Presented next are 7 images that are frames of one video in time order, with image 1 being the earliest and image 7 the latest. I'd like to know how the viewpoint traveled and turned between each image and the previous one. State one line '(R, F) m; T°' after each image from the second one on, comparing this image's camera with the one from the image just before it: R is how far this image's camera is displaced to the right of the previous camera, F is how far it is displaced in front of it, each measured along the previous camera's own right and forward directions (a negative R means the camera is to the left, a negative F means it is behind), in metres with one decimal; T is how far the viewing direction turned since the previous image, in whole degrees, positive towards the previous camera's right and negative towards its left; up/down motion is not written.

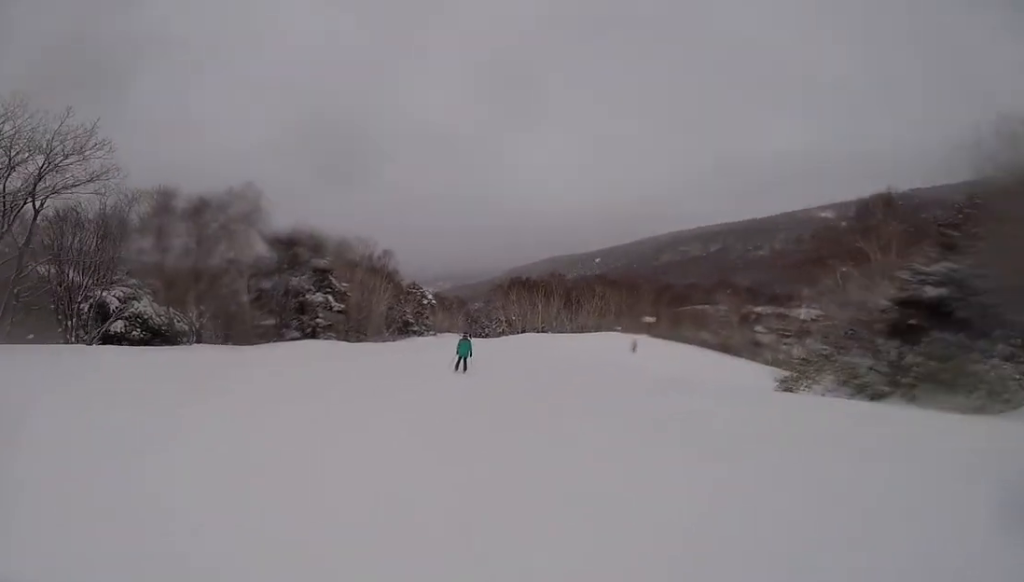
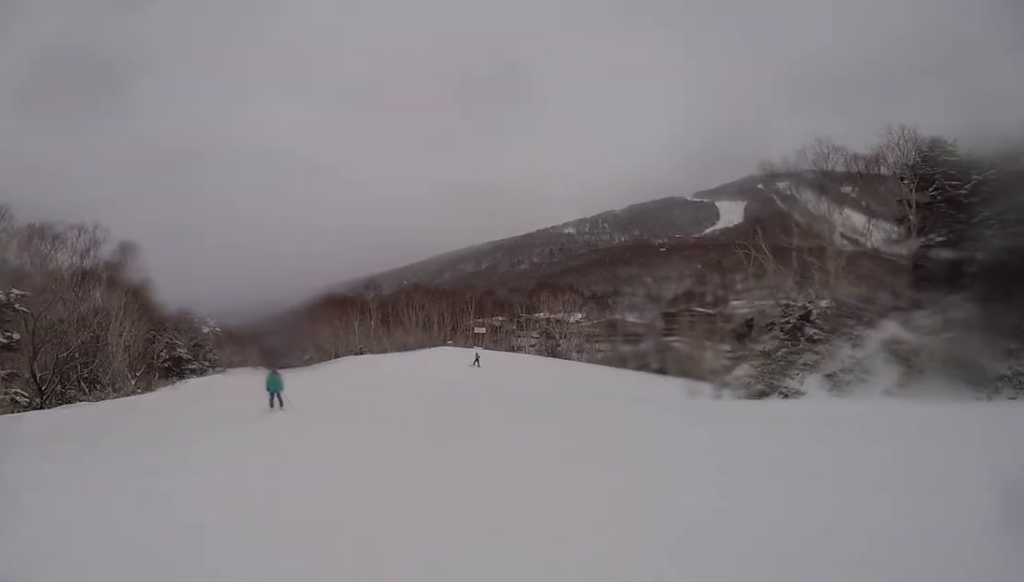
(-0.7, +15.2) m; +5°
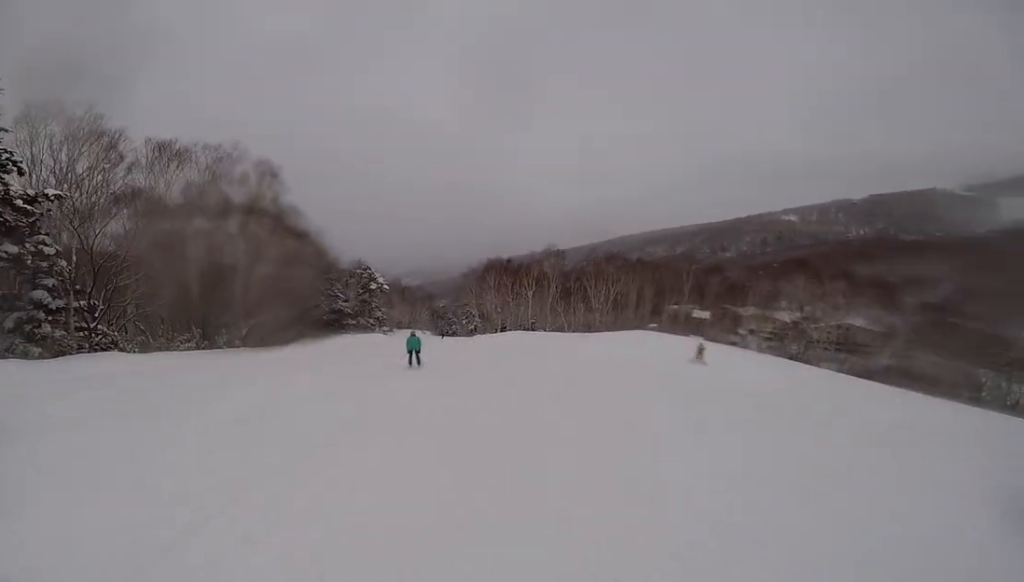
(+1.5, +9.3) m; +2°
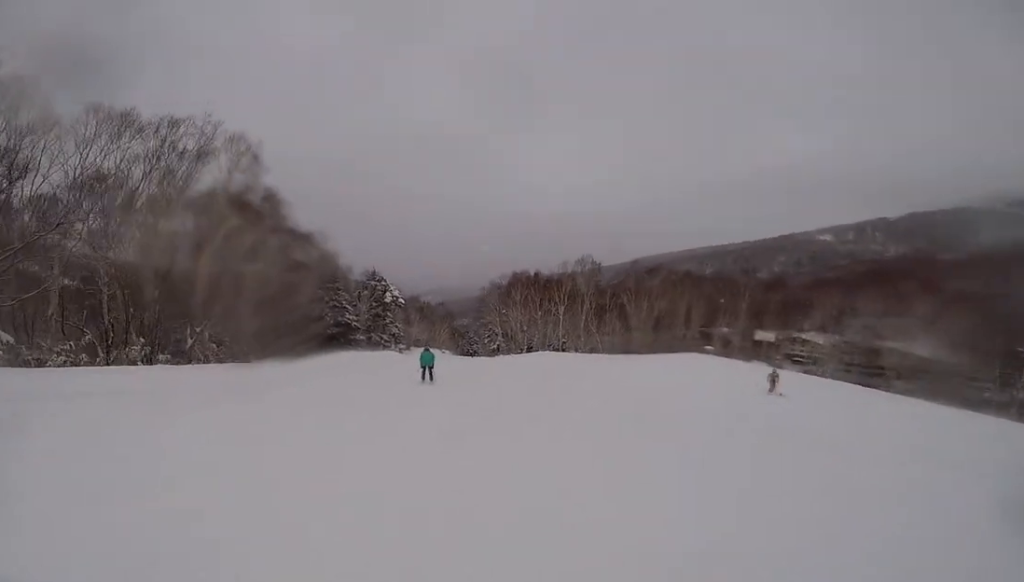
(-1.0, +5.6) m; -7°
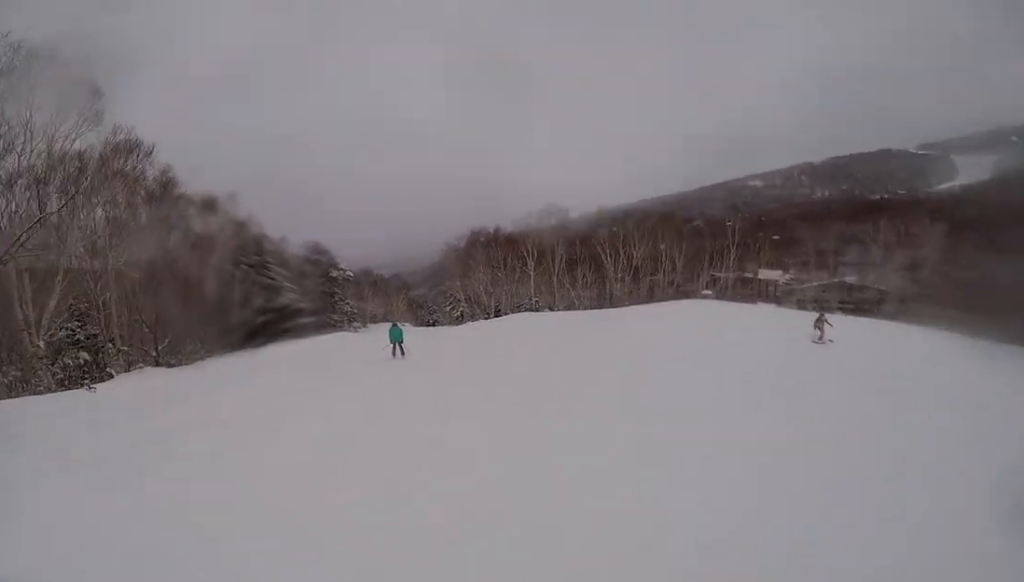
(-0.4, +7.0) m; -3°
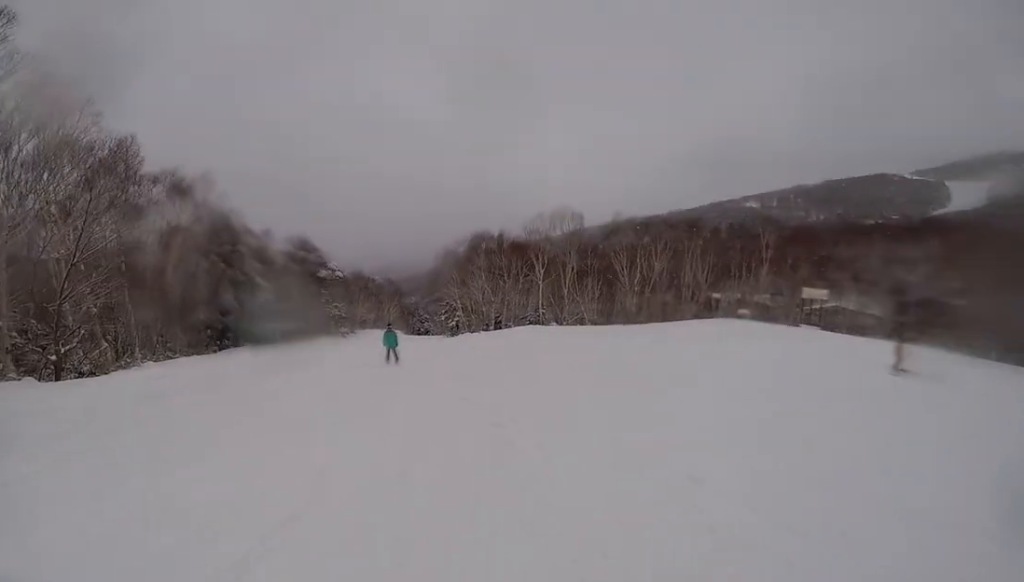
(0.0, +4.8) m; 0°
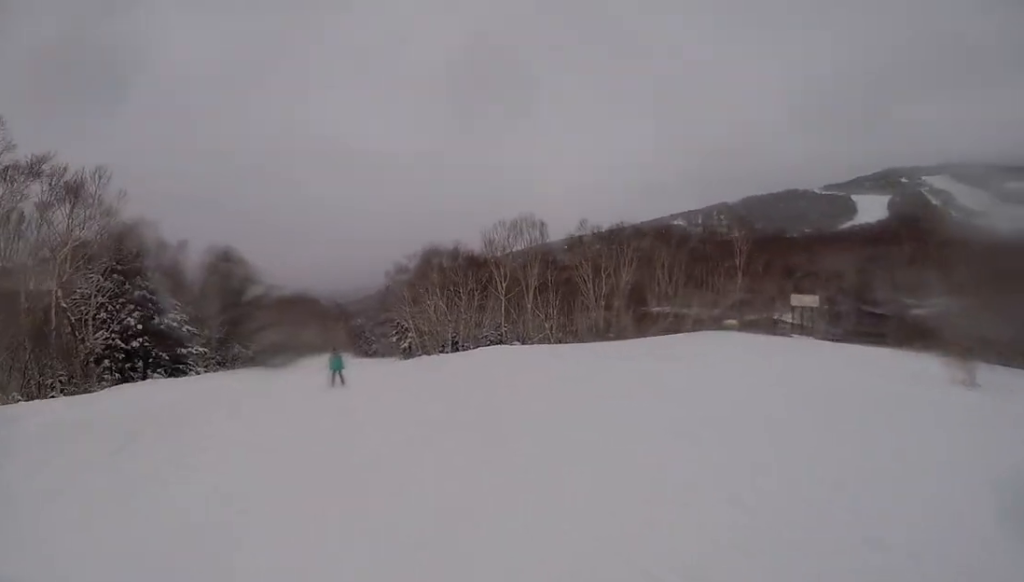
(0.0, +5.1) m; 0°
